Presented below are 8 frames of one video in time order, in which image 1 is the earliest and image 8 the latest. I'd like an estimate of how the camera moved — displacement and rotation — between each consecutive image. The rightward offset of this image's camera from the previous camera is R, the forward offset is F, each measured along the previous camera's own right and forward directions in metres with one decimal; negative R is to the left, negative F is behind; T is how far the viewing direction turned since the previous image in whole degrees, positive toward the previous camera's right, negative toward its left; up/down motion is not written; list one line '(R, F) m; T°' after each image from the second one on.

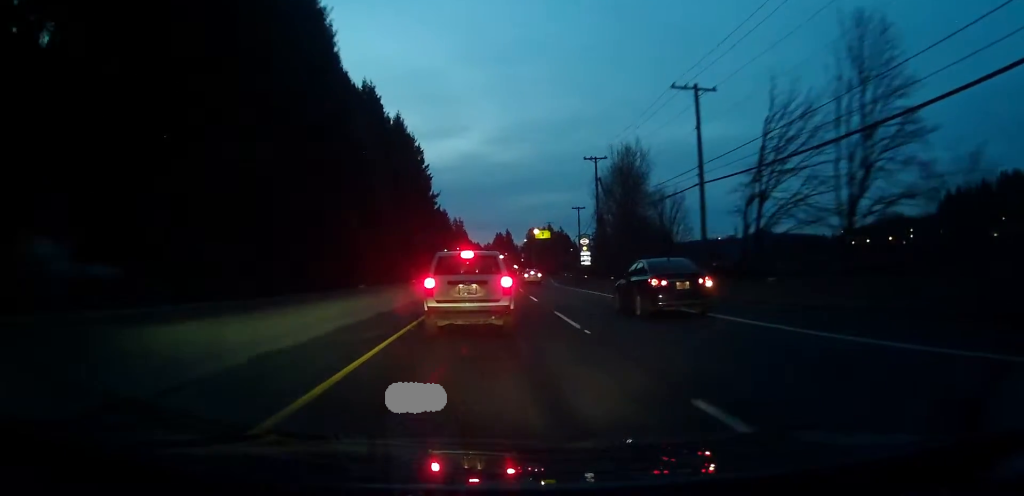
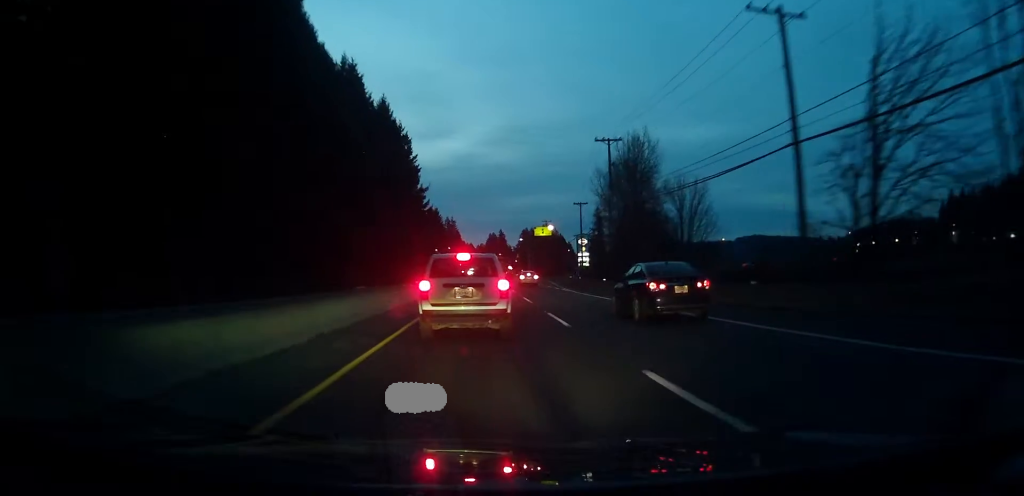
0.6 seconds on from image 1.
(+0.2, +12.0) m; +1°
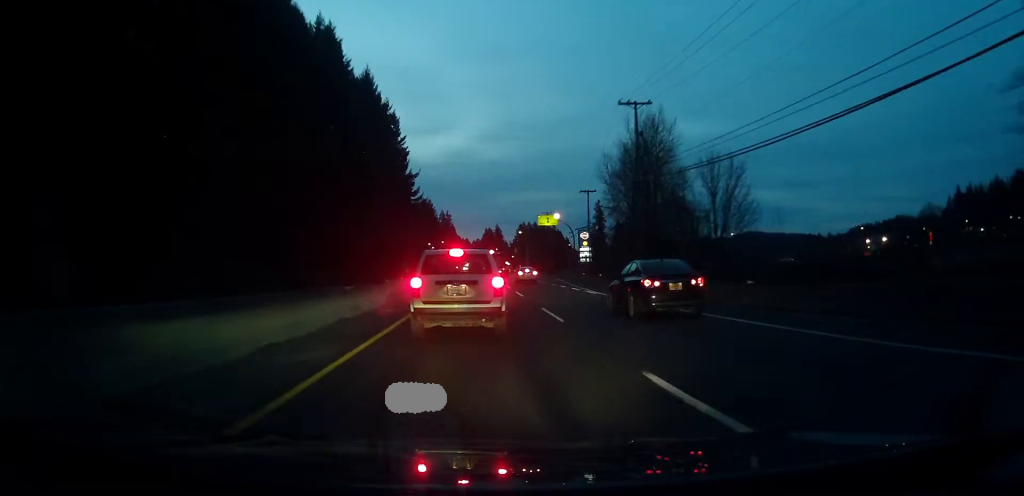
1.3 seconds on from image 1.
(+0.2, +13.6) m; +1°
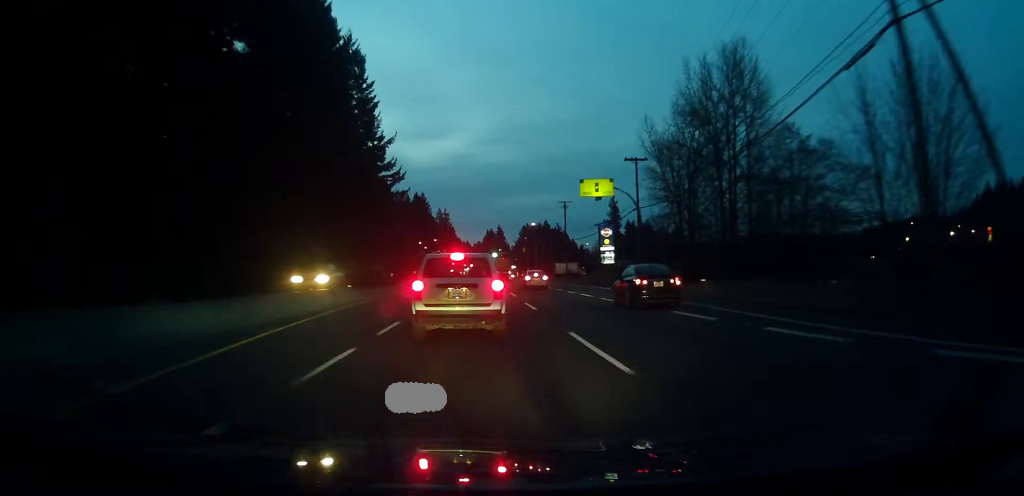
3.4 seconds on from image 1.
(-0.5, +35.9) m; -1°
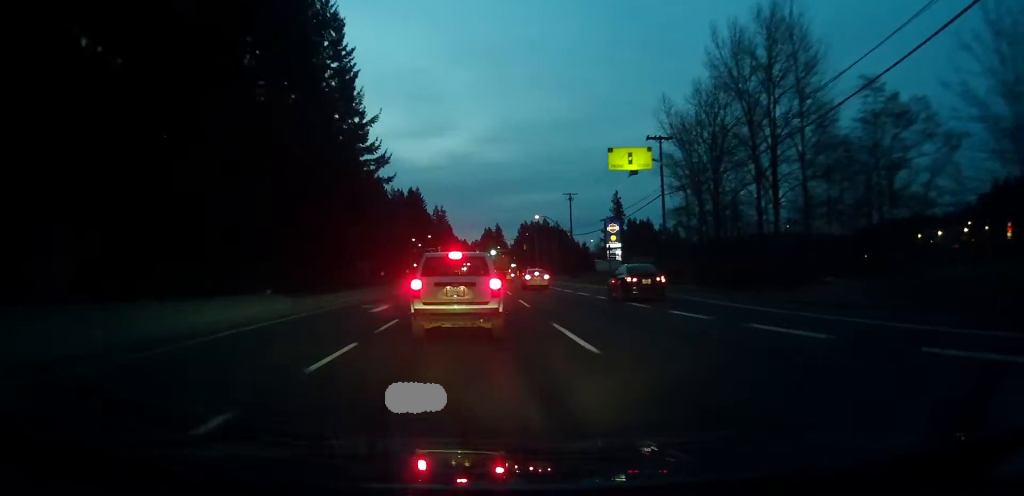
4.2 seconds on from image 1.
(-0.2, +12.0) m; +2°
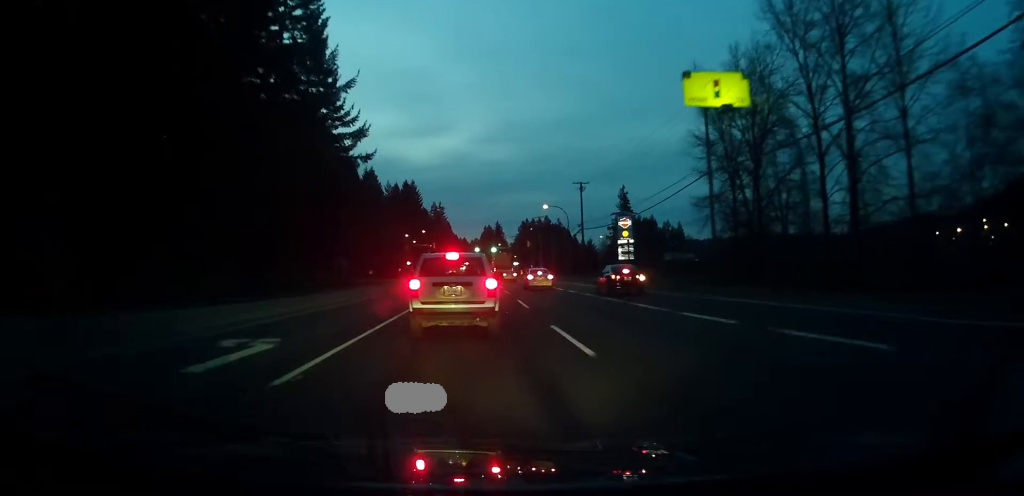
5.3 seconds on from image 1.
(+0.7, +14.2) m; 0°
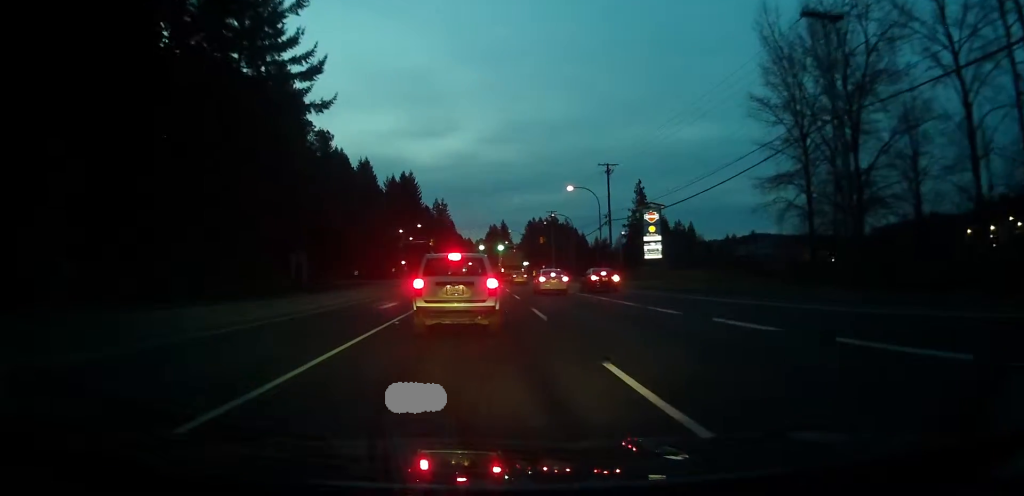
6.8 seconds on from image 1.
(-0.6, +19.3) m; 0°
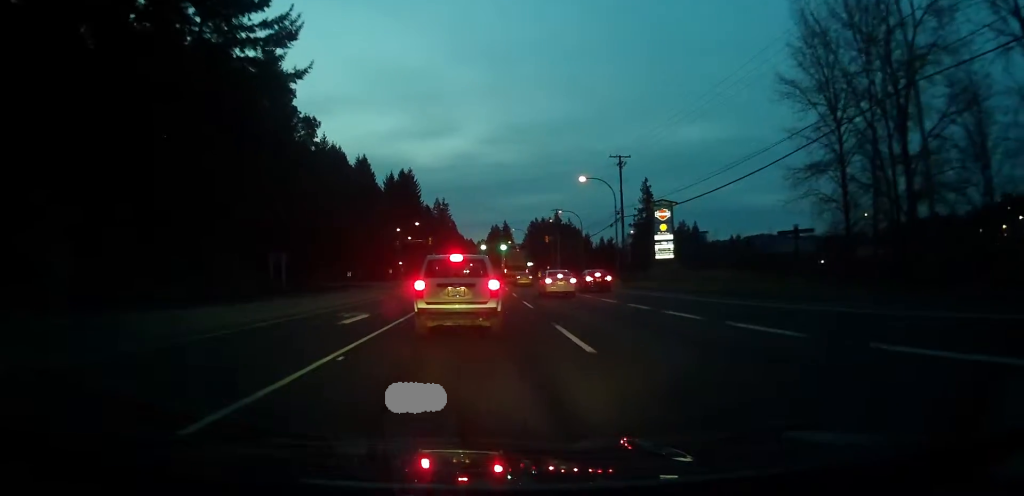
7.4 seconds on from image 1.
(+0.1, +7.0) m; +1°
